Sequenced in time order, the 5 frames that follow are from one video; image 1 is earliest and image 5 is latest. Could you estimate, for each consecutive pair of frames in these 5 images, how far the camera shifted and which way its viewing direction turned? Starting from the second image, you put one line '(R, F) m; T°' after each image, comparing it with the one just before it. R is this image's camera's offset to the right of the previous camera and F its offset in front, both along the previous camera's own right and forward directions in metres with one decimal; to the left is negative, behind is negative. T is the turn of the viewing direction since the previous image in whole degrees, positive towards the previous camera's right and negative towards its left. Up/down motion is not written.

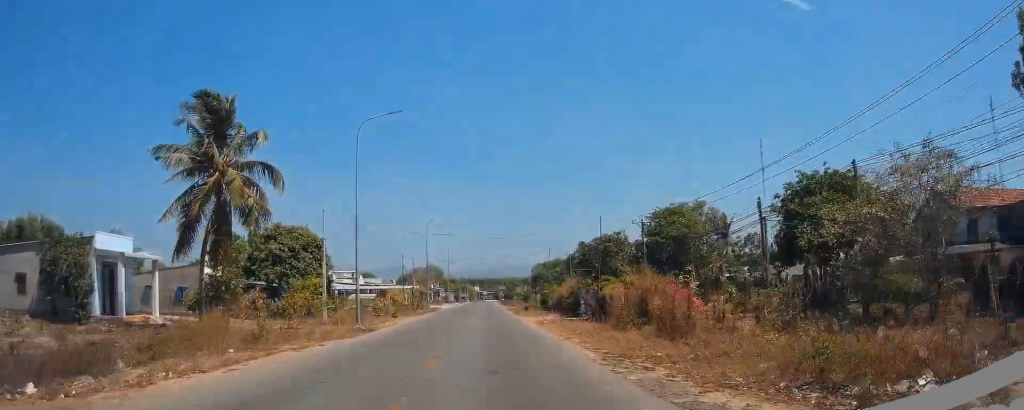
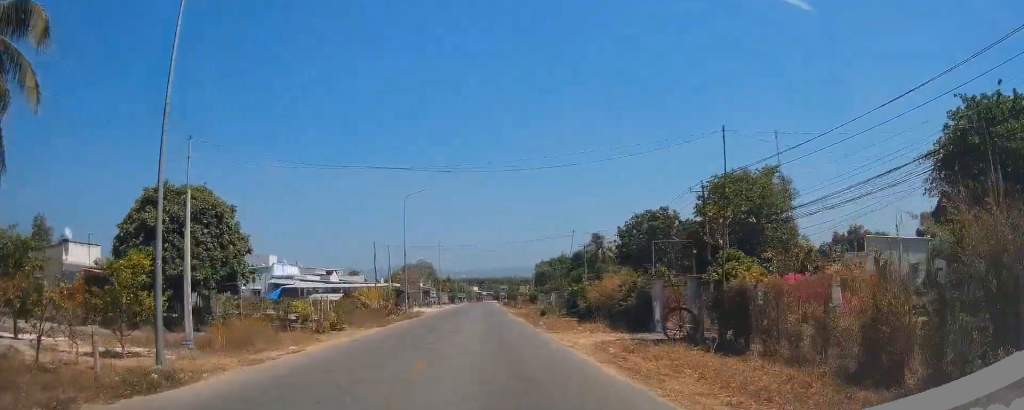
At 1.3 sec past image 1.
(+0.7, +19.3) m; +3°
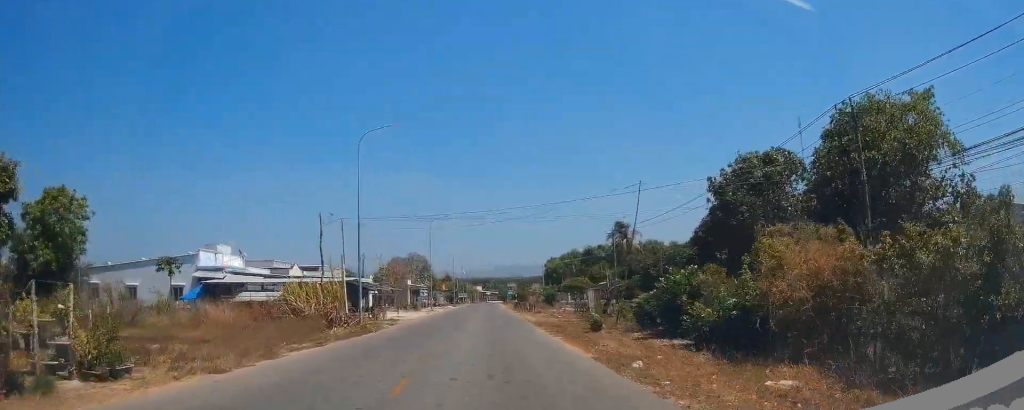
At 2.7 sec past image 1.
(-0.4, +20.8) m; -4°
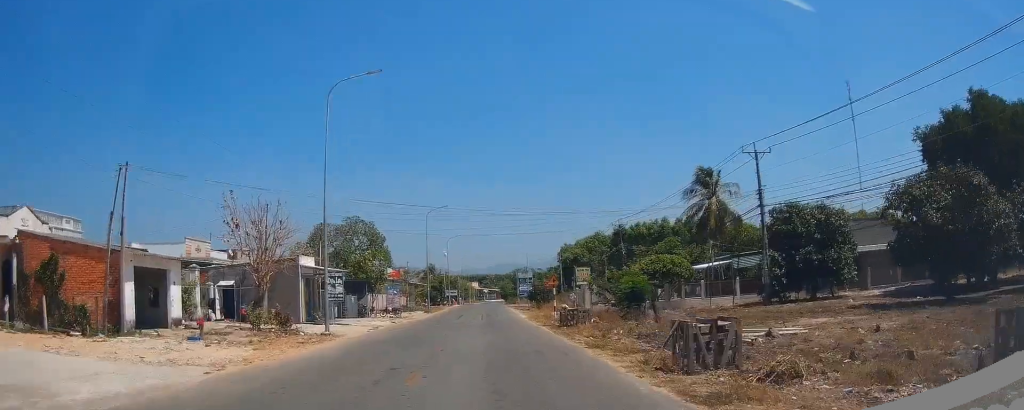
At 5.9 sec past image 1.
(-0.4, +47.0) m; +1°
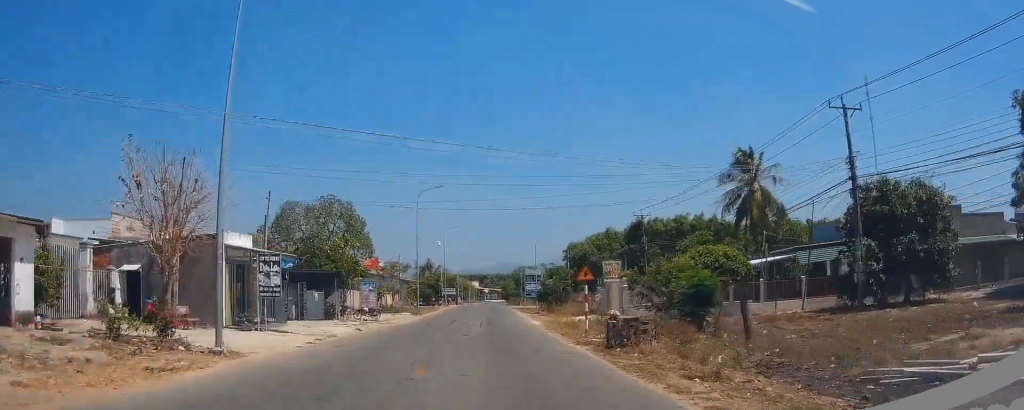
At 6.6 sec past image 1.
(-0.1, +10.8) m; -1°
